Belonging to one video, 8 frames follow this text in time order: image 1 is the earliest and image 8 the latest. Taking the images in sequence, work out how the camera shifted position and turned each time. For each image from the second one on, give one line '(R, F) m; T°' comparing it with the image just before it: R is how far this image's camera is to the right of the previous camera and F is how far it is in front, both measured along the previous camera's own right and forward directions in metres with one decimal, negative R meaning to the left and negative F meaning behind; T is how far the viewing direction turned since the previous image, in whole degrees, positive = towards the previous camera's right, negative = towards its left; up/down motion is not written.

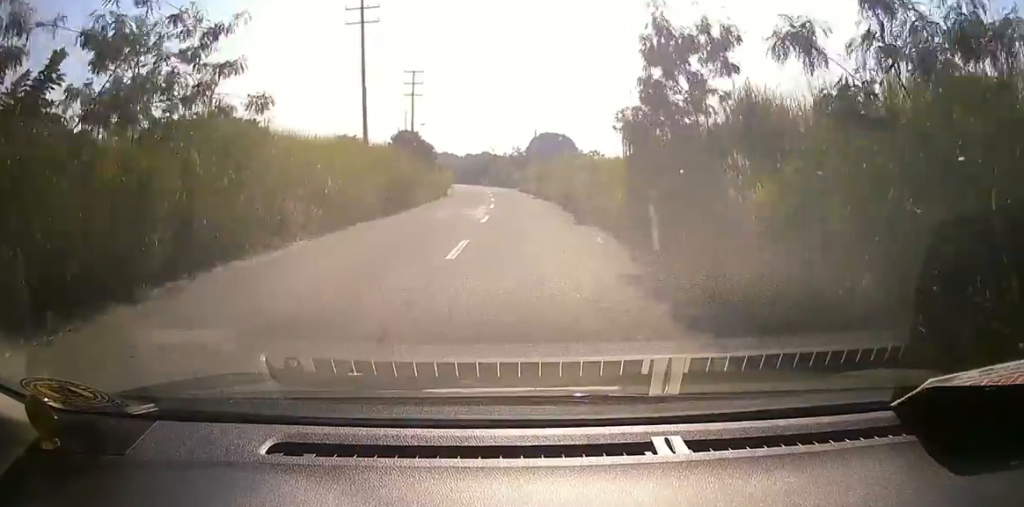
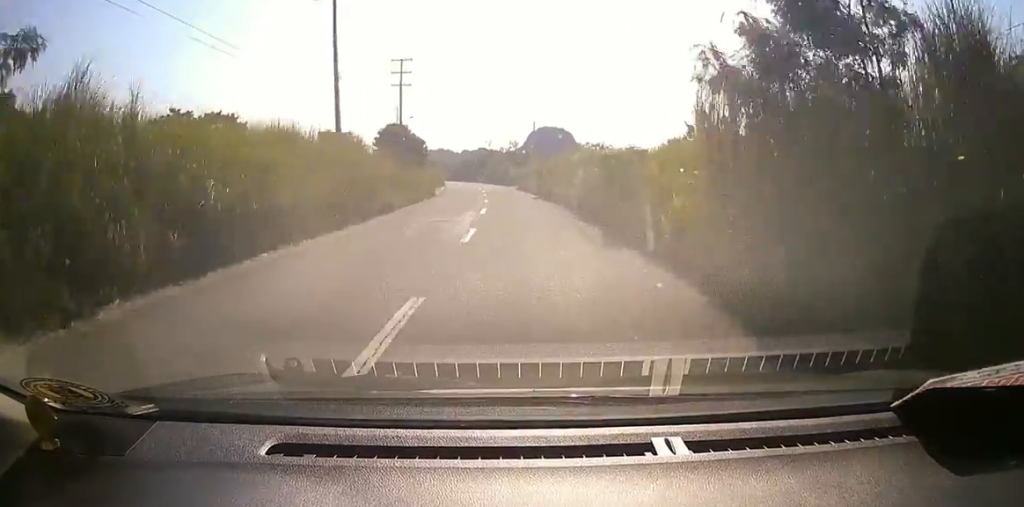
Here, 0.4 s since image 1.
(-0.1, +6.0) m; 0°
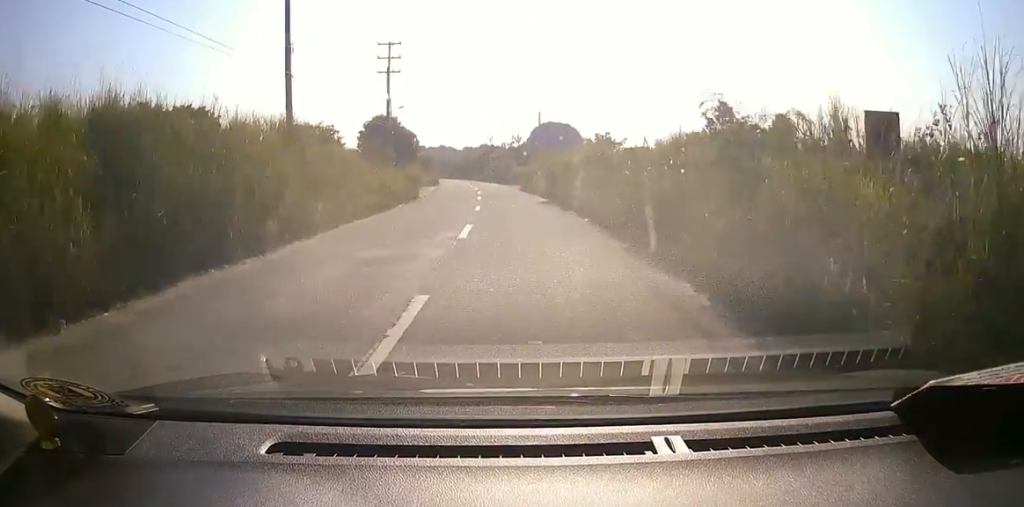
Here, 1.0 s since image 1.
(0.0, +8.5) m; 0°
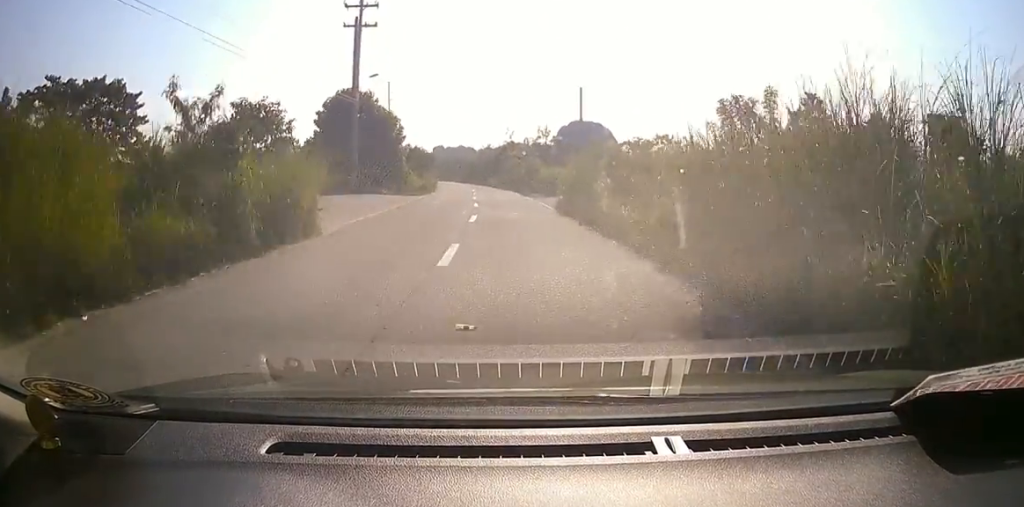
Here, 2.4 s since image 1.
(0.0, +20.9) m; 0°
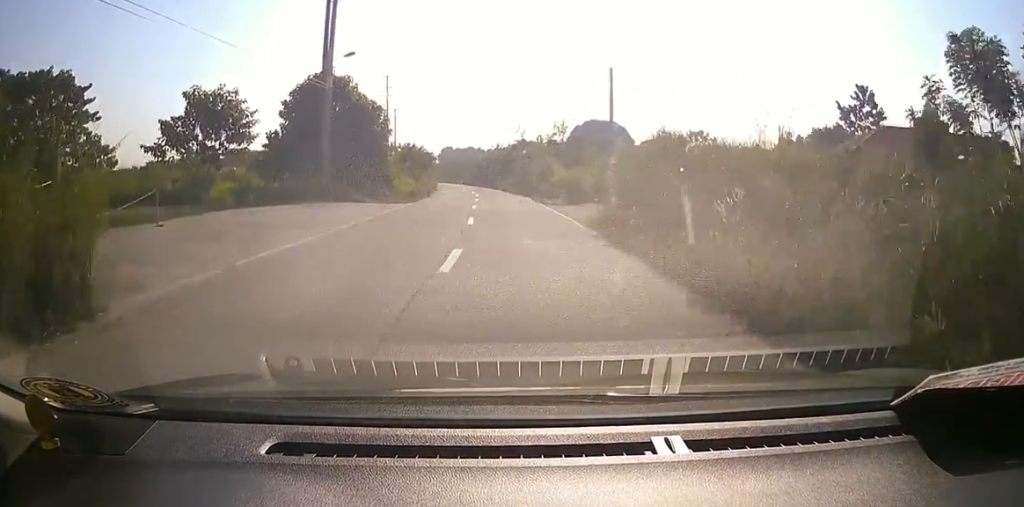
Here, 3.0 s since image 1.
(0.0, +9.0) m; 0°
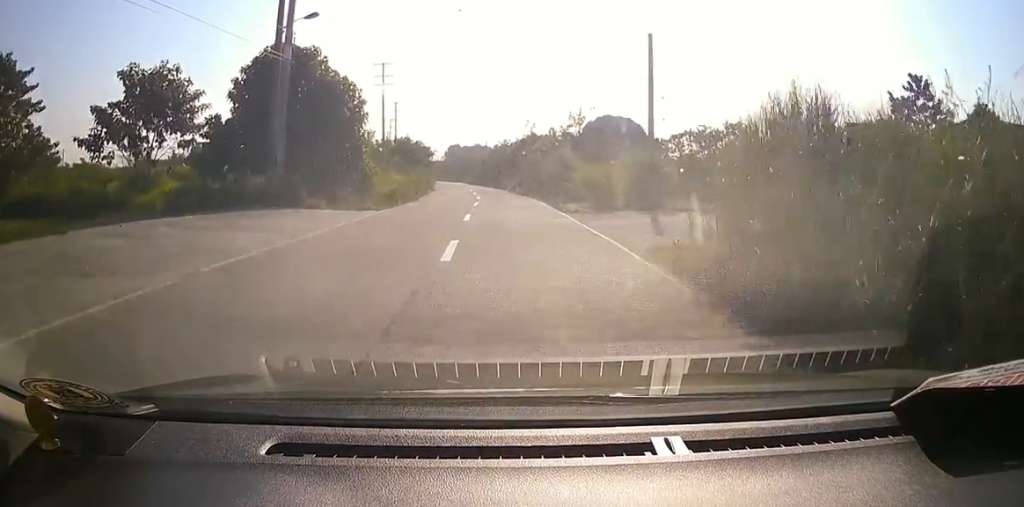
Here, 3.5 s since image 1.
(0.0, +8.1) m; 0°
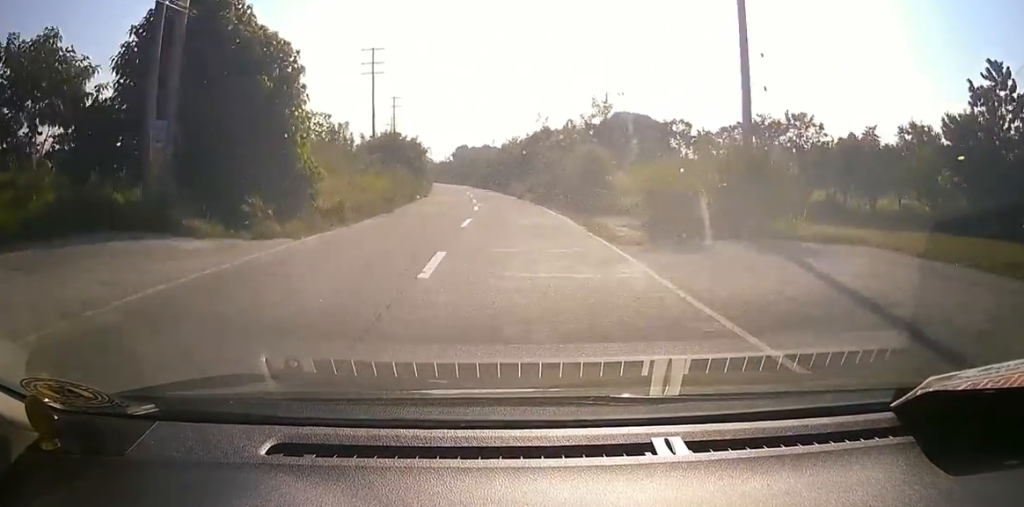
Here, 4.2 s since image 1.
(0.0, +10.3) m; -1°
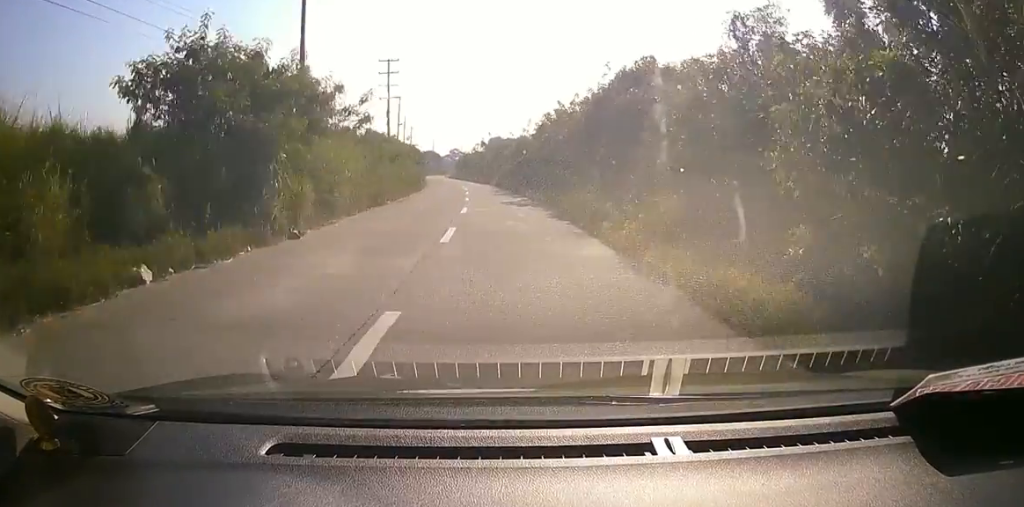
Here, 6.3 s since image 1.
(-0.7, +33.4) m; -1°
